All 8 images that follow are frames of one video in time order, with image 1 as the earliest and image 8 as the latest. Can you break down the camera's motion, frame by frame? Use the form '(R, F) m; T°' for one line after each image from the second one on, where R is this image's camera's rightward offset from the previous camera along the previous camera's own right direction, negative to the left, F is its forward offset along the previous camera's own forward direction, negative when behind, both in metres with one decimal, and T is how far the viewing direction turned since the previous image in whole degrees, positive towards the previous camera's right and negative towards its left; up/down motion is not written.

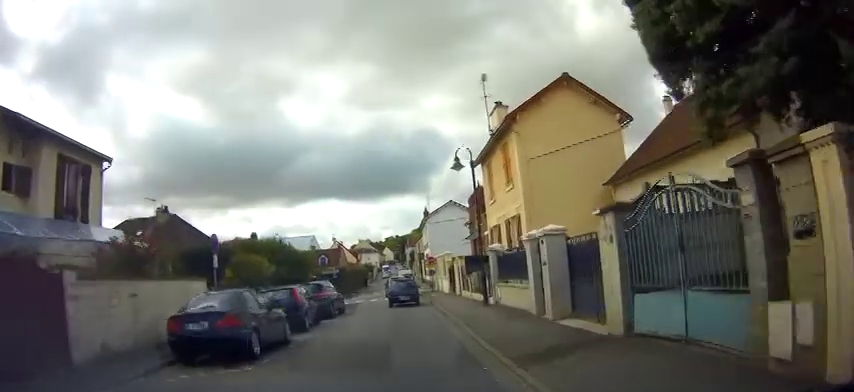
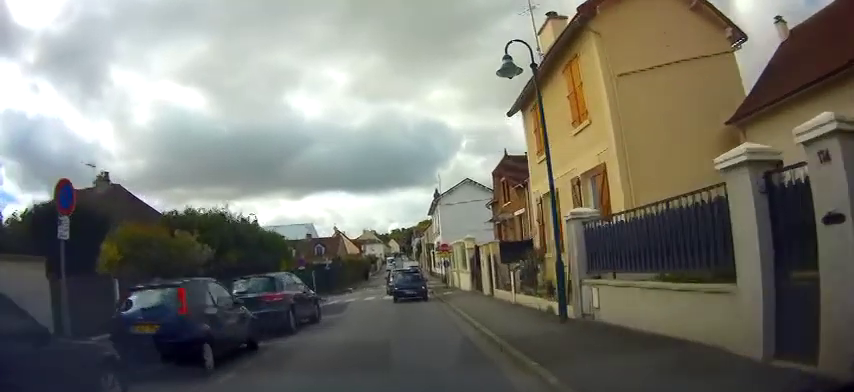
(0.0, +5.3) m; -1°
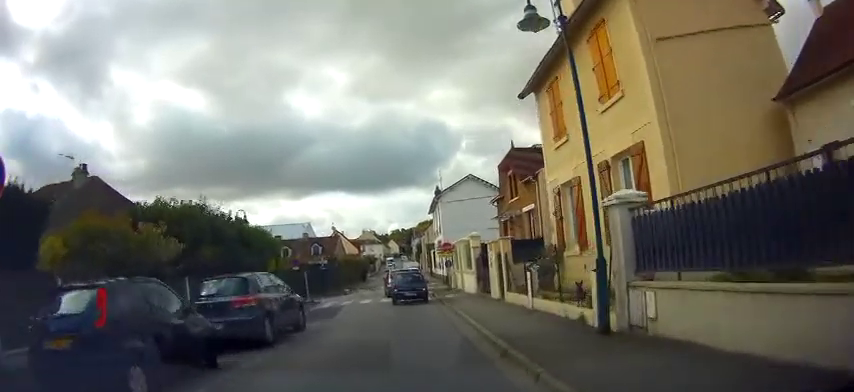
(0.0, +1.6) m; 0°
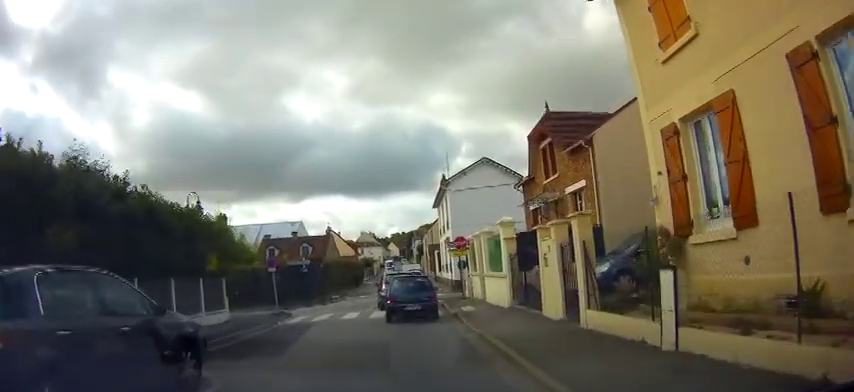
(0.0, +6.2) m; +1°
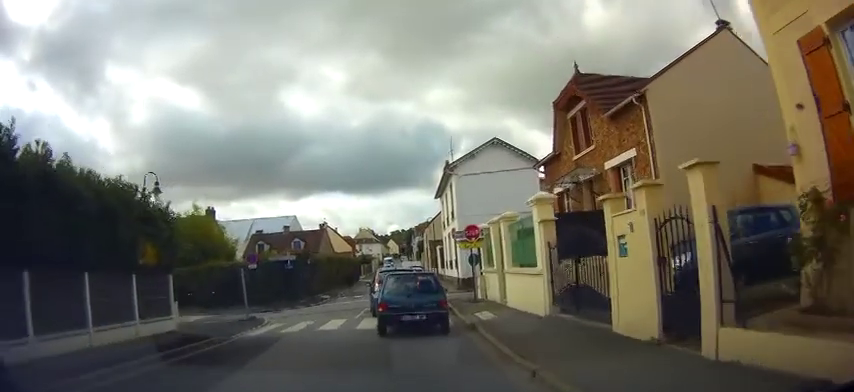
(0.0, +3.1) m; +1°
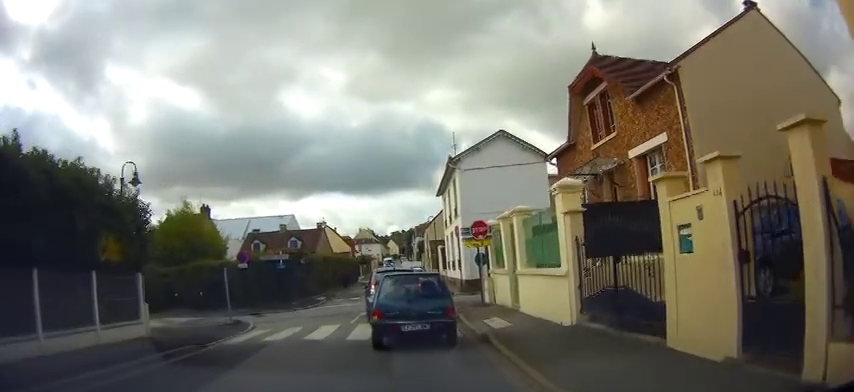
(0.0, +1.2) m; +3°
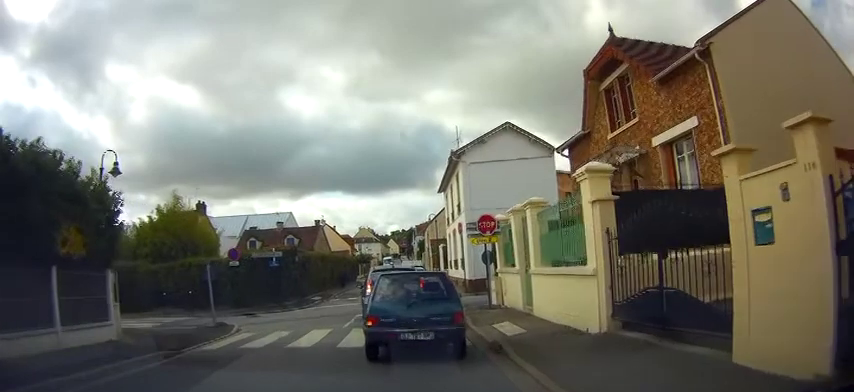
(0.0, +1.1) m; +3°
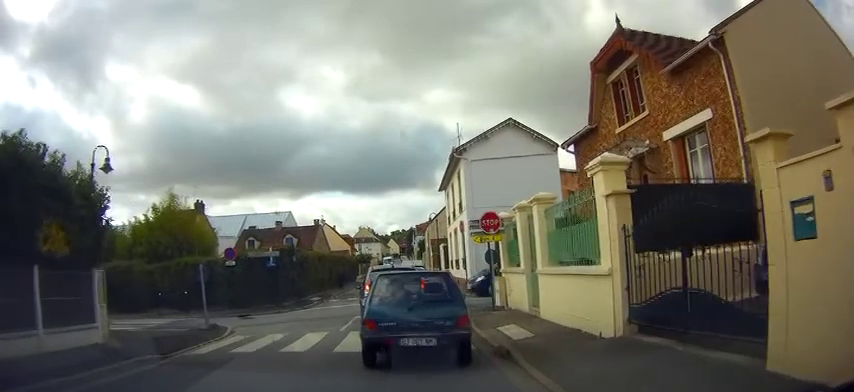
(+0.1, +0.5) m; 0°
